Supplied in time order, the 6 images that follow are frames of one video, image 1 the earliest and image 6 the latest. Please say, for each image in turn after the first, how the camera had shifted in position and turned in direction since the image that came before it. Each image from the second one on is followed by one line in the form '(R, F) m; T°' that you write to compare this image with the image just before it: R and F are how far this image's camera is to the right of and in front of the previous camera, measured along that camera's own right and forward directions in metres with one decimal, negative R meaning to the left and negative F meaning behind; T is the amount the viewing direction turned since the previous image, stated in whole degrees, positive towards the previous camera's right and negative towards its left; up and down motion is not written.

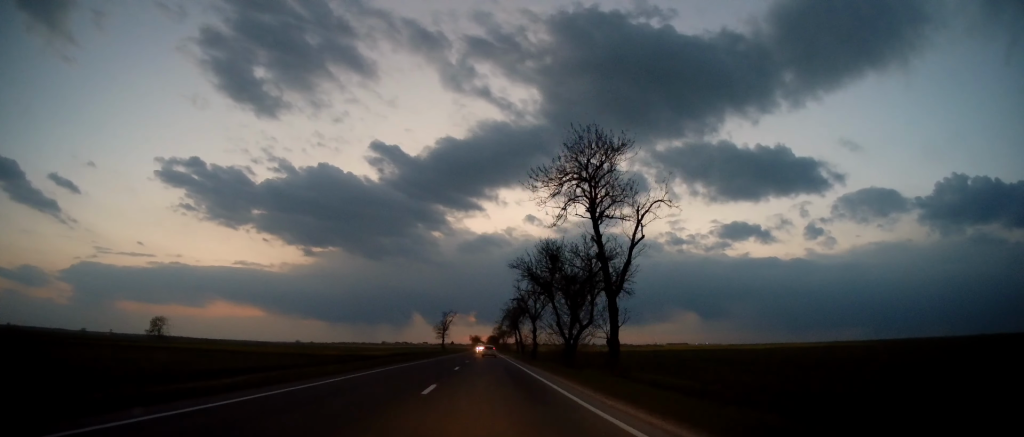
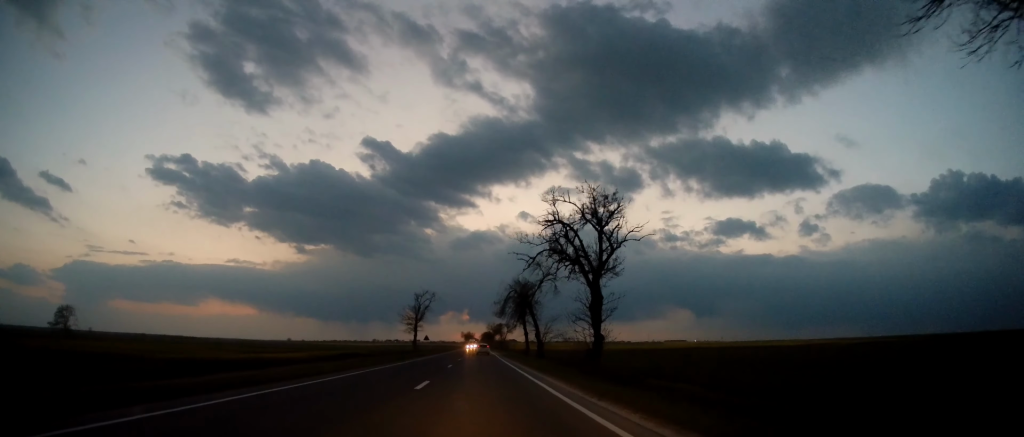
(0.0, +41.5) m; 0°
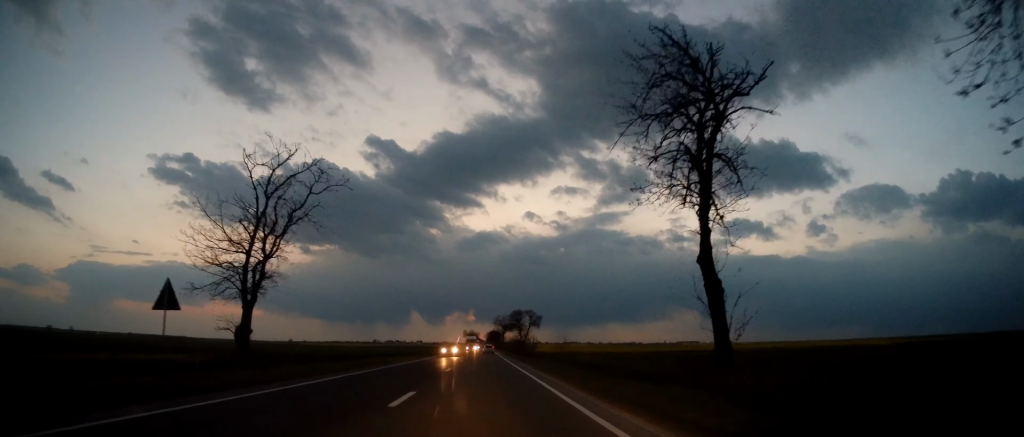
(+0.4, +60.7) m; 0°
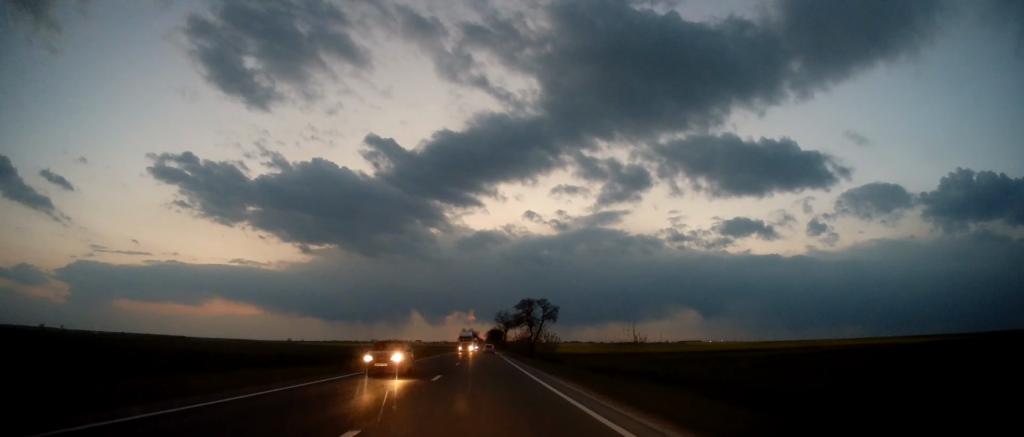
(-0.1, +20.7) m; 0°
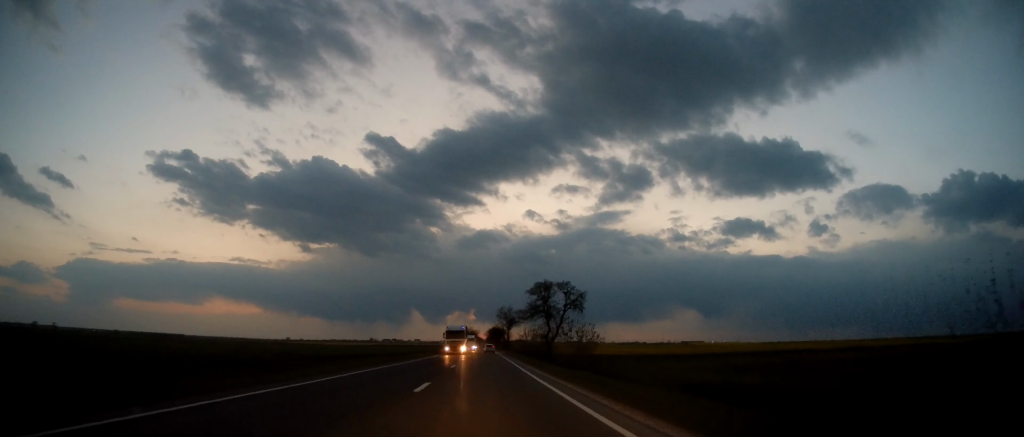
(0.0, +19.0) m; +1°
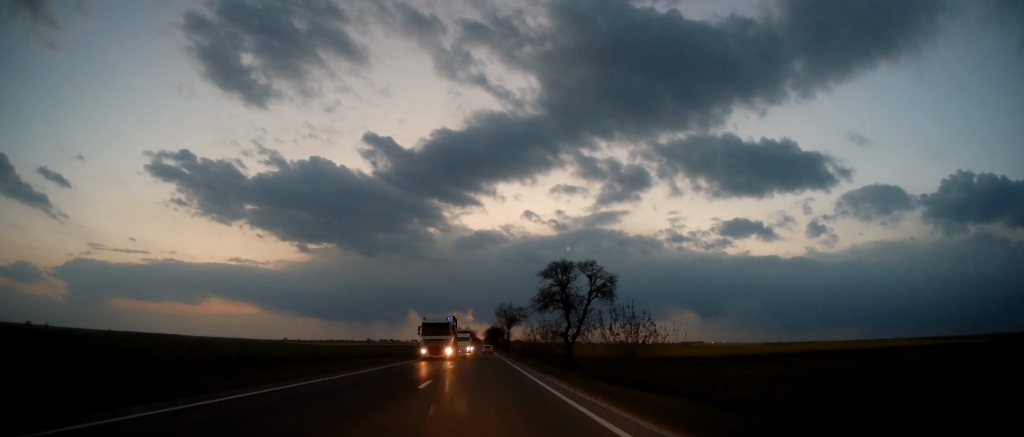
(+0.2, +13.0) m; 0°
